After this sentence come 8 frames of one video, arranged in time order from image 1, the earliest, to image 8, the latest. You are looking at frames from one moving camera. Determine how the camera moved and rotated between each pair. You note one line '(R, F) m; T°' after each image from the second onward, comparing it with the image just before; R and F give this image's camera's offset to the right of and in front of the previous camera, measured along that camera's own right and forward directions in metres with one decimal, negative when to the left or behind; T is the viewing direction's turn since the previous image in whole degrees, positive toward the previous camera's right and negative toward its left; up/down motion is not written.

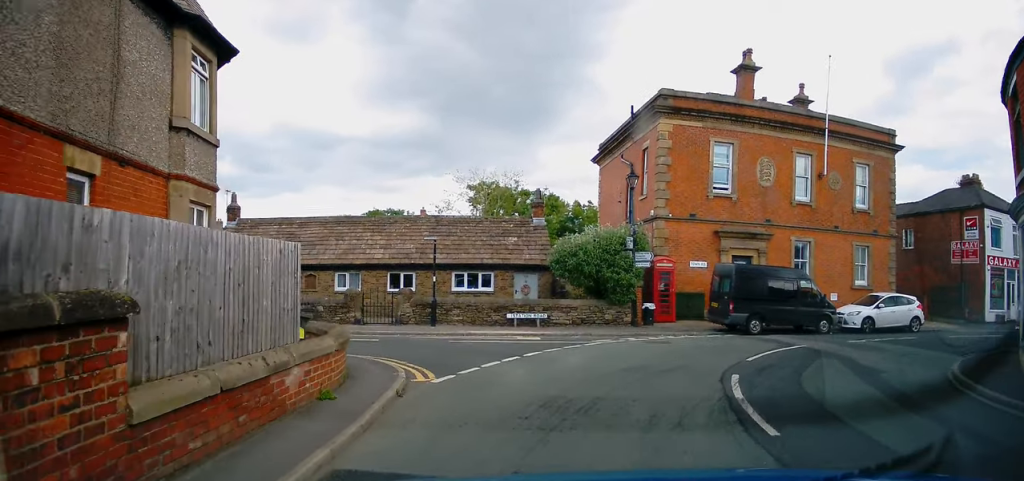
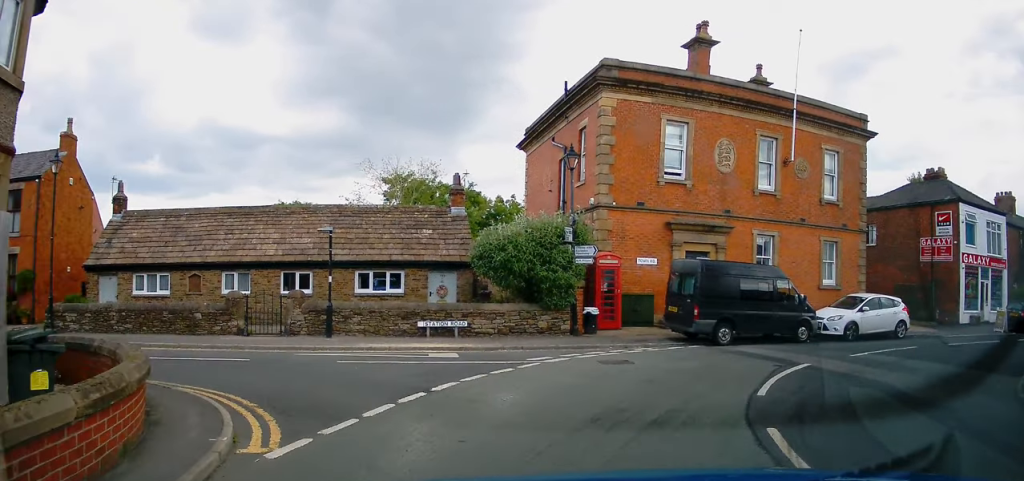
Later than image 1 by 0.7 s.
(0.0, +3.5) m; +7°
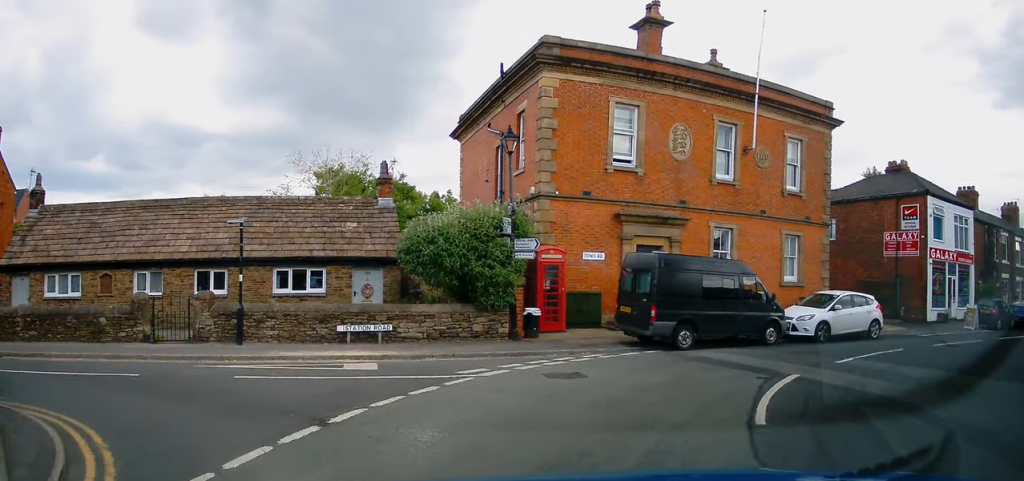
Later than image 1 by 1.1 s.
(+0.2, +1.8) m; +8°
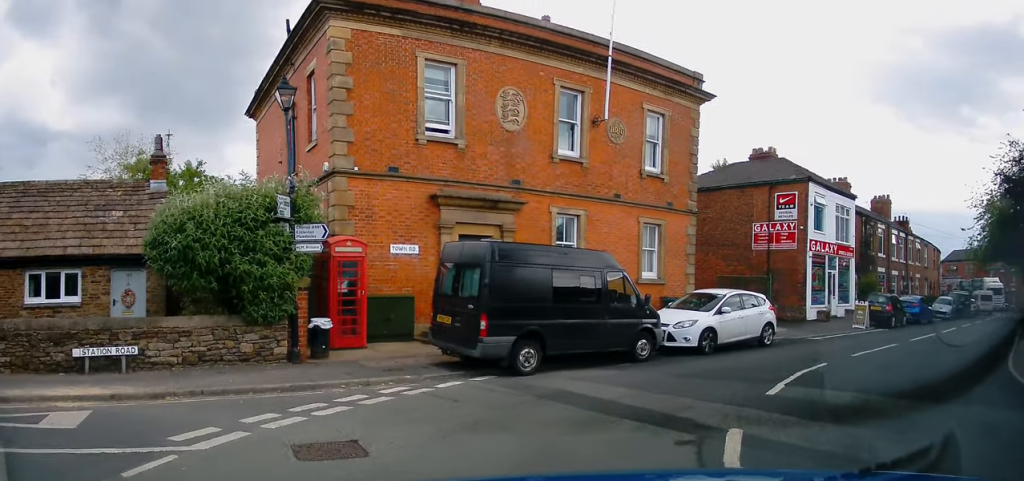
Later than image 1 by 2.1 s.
(+0.6, +3.9) m; +21°
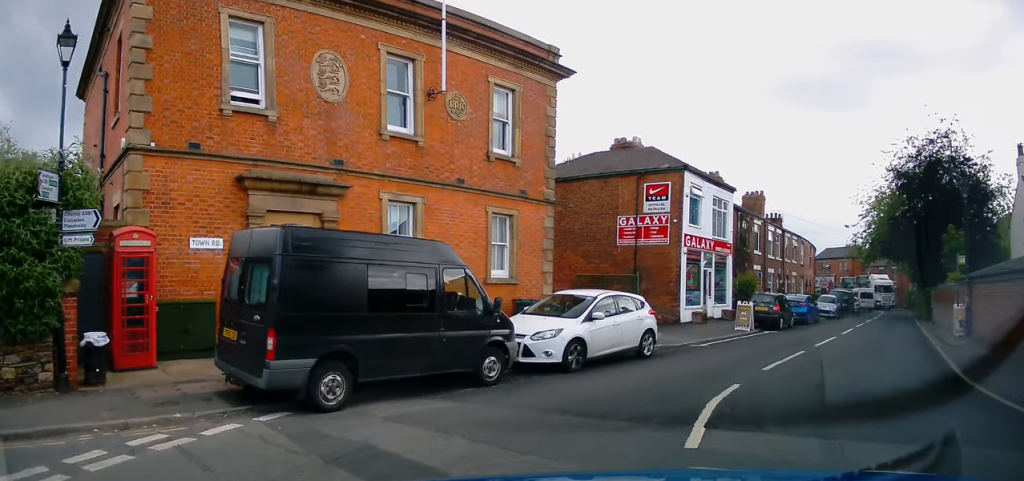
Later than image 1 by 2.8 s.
(+0.6, +2.9) m; +16°
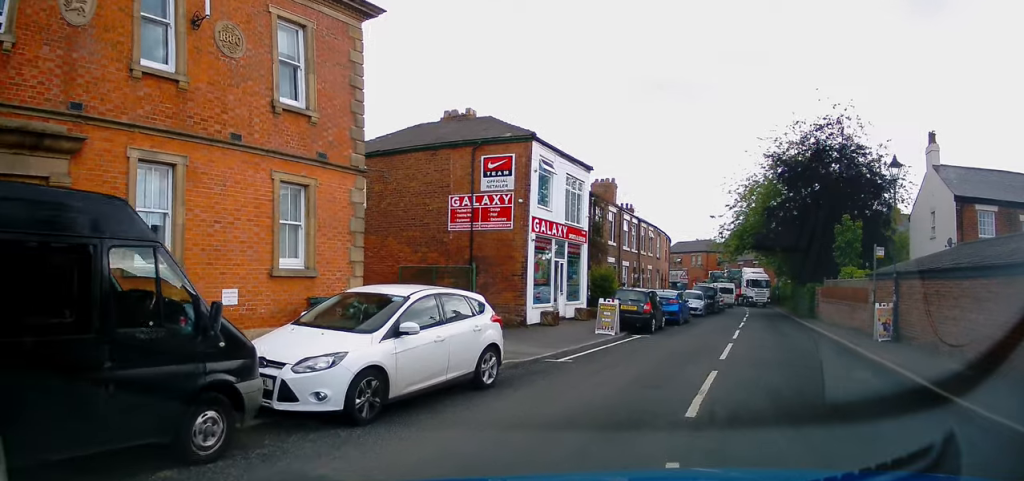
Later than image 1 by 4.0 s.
(+0.5, +4.6) m; +12°
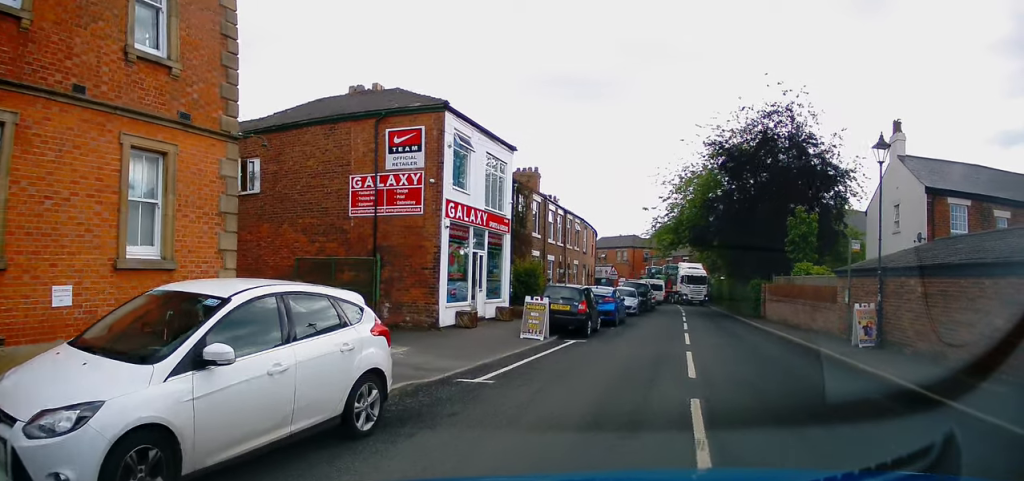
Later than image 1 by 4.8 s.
(+0.3, +3.2) m; +4°
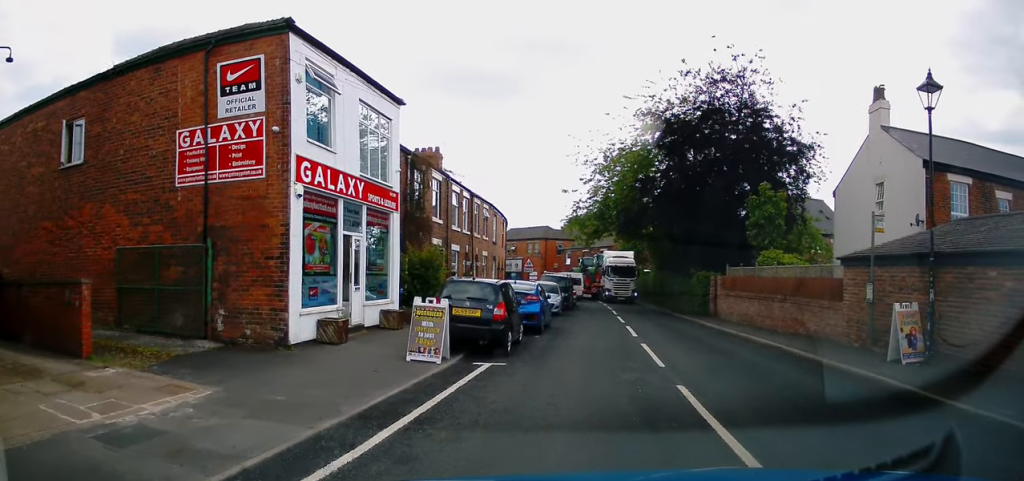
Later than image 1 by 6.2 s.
(+0.1, +4.8) m; +6°
